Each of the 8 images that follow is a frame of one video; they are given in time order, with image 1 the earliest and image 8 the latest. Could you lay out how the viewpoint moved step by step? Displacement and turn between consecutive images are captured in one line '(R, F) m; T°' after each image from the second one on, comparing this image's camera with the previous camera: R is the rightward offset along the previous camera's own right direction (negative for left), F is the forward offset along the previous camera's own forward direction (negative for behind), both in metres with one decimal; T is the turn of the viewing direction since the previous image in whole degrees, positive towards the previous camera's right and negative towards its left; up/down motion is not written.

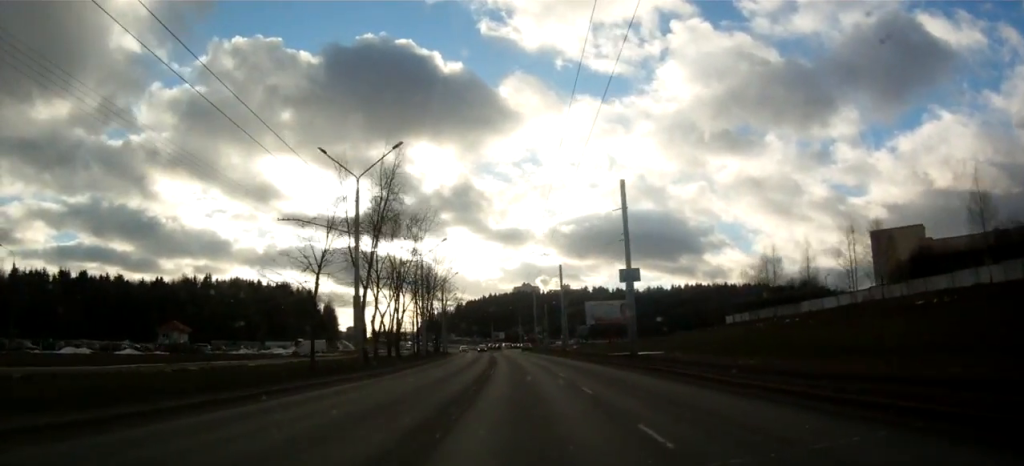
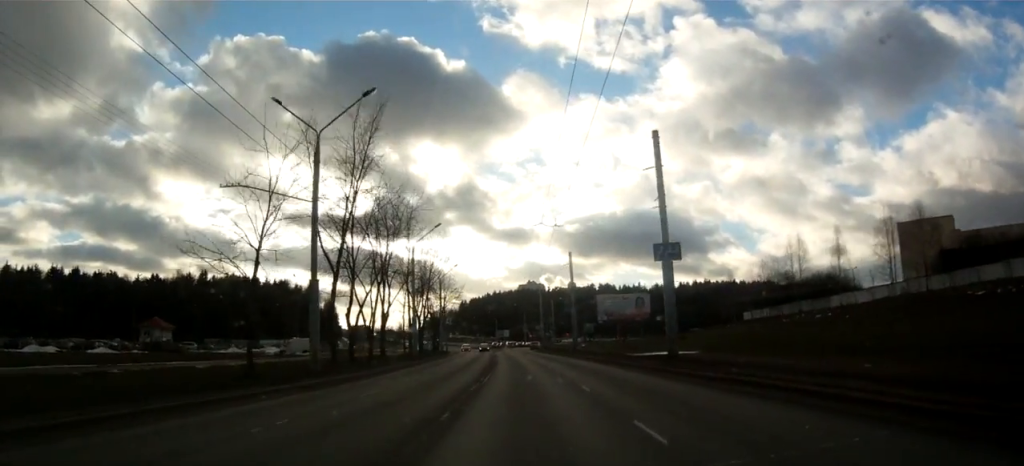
(-0.1, +7.8) m; 0°
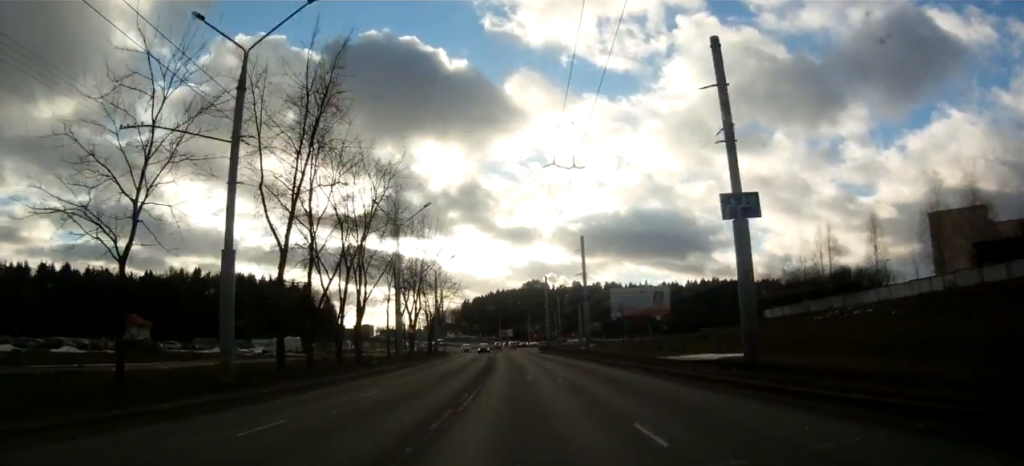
(+0.1, +7.7) m; +1°
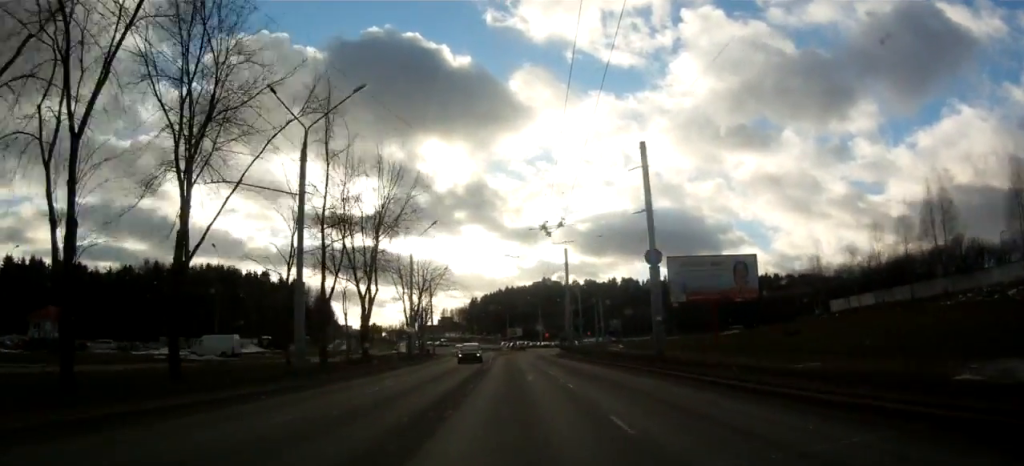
(+0.4, +22.3) m; 0°
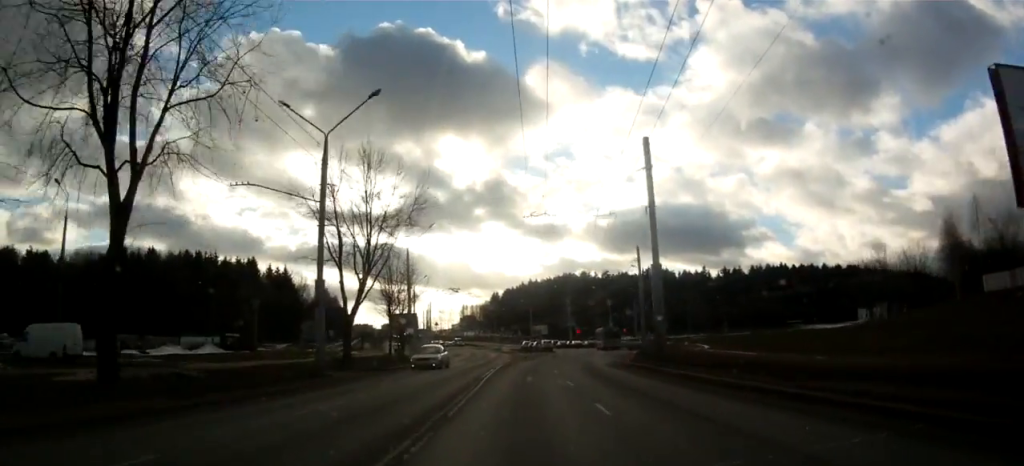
(-1.0, +29.5) m; -3°
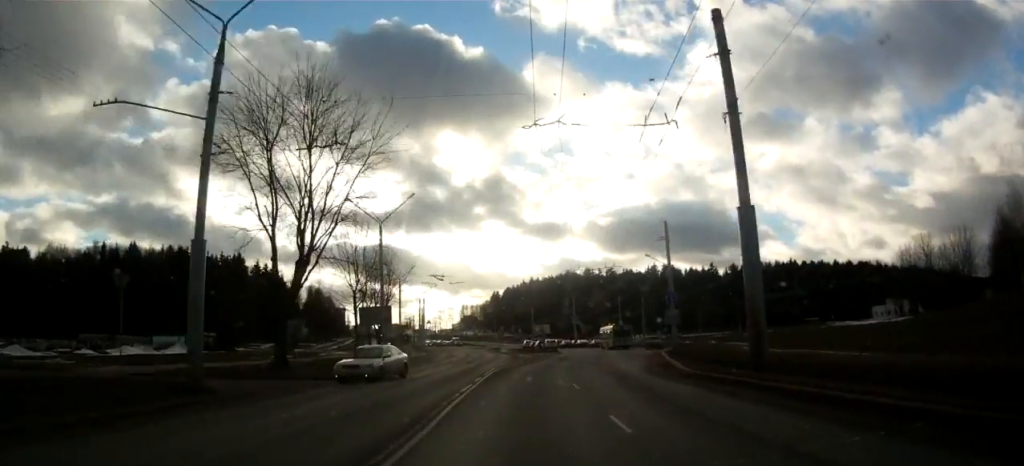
(0.0, +10.5) m; -1°
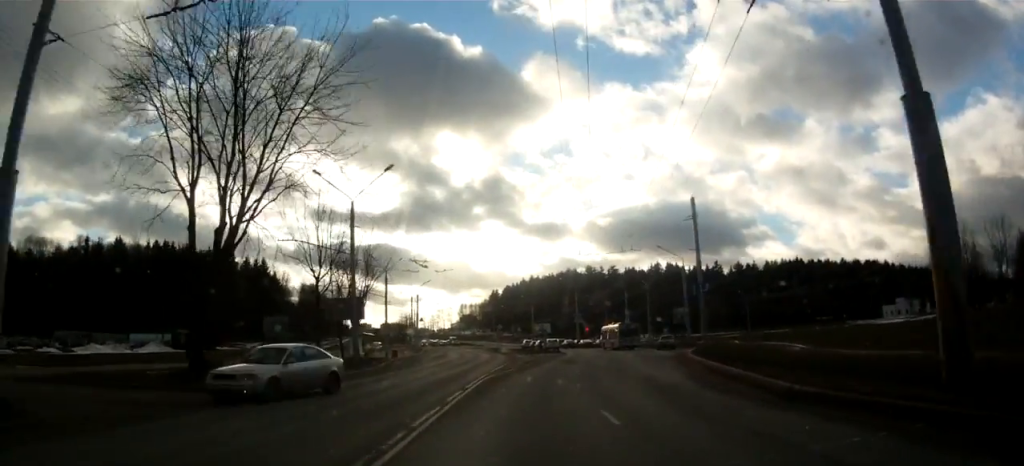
(+0.1, +6.8) m; -1°
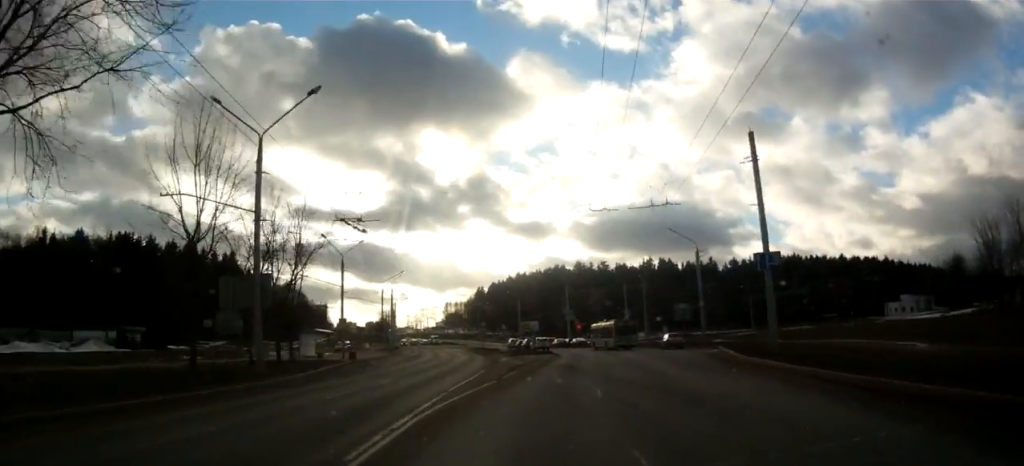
(-0.4, +12.0) m; 0°
